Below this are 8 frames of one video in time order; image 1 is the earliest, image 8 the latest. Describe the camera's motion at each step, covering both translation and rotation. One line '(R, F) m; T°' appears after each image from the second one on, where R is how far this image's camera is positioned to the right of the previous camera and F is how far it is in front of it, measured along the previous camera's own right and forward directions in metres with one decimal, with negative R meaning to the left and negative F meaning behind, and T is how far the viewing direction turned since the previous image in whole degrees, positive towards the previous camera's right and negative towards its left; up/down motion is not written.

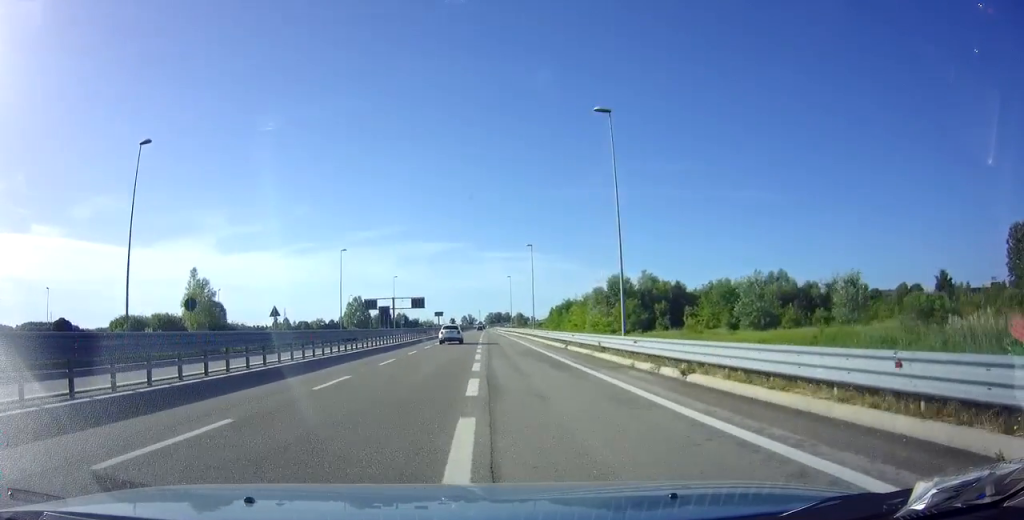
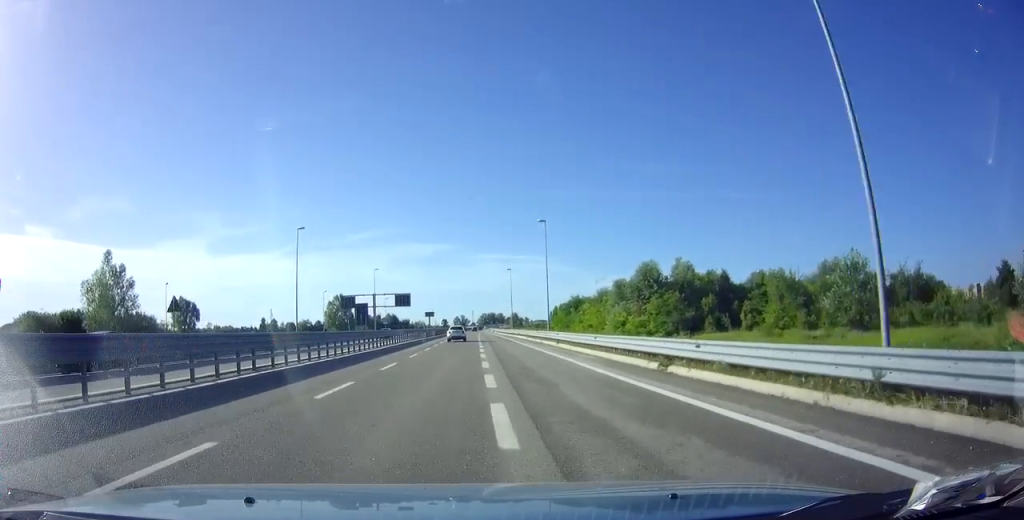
(0.0, +16.1) m; 0°
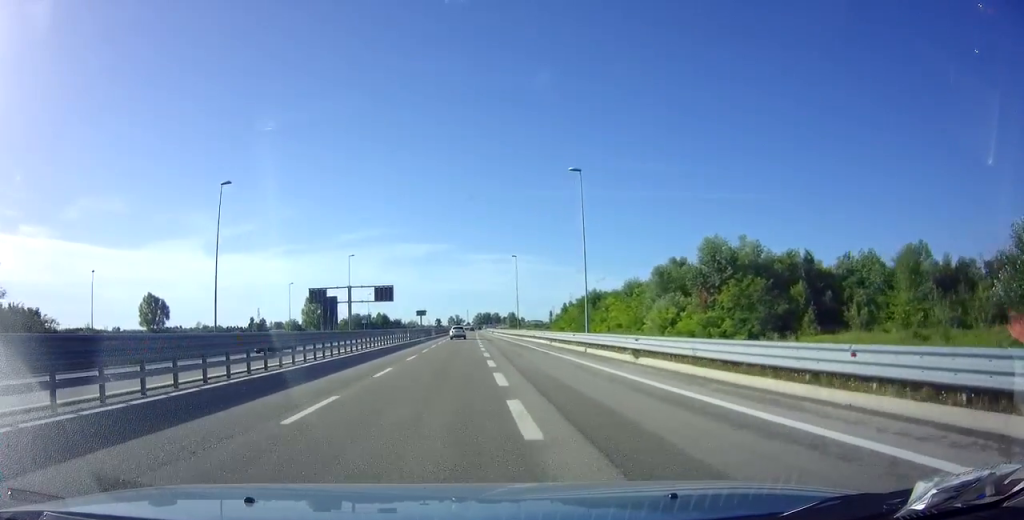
(+0.1, +18.0) m; +1°
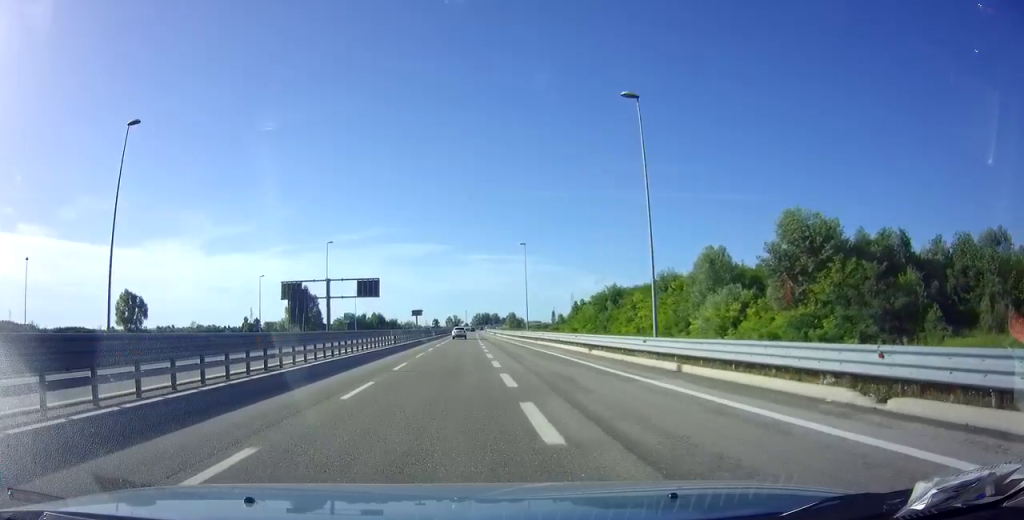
(0.0, +12.1) m; 0°
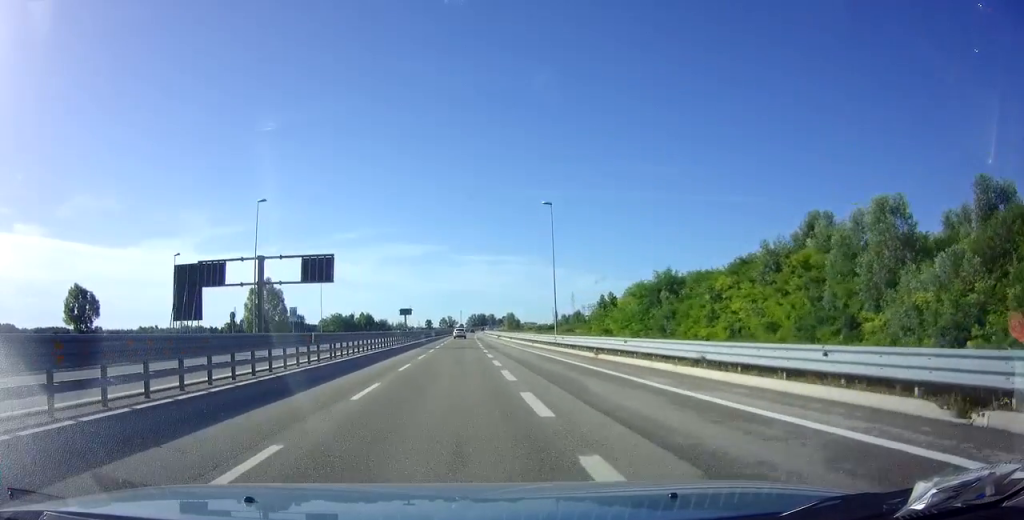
(+0.1, +22.1) m; 0°
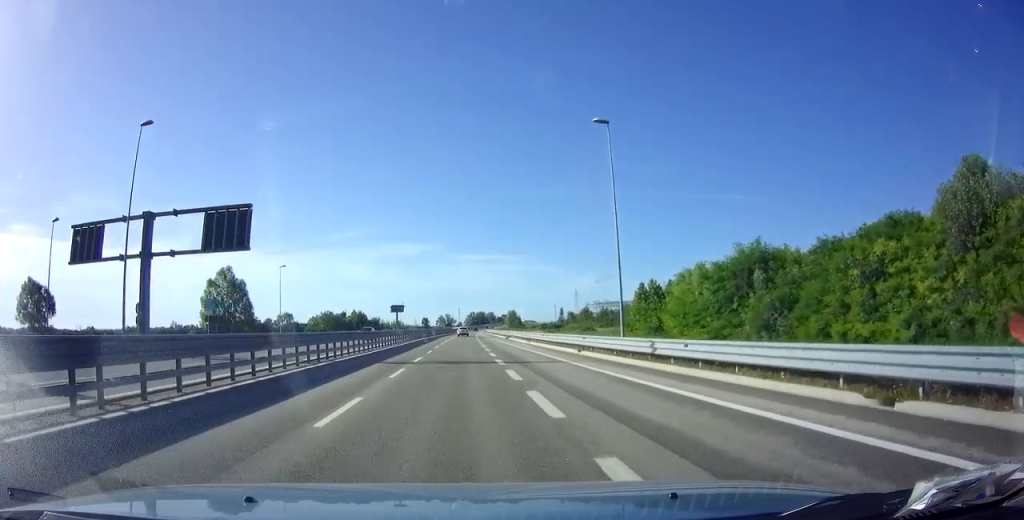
(-0.1, +18.0) m; +1°
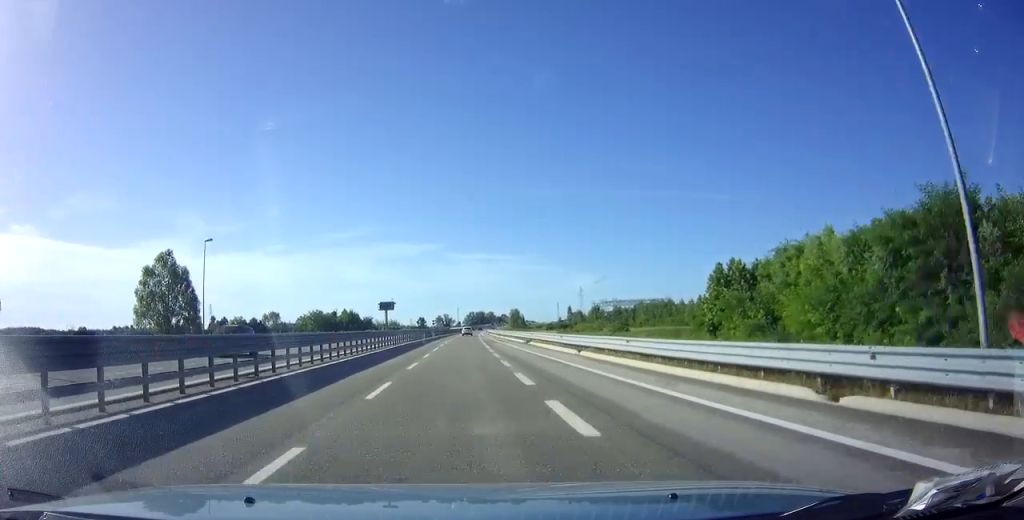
(+0.2, +20.1) m; 0°
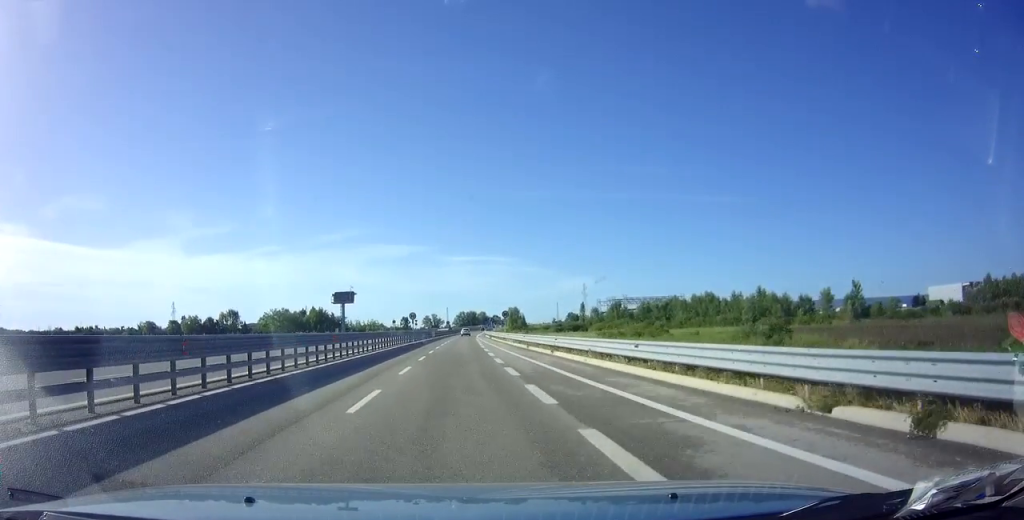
(+0.1, +38.9) m; +1°
